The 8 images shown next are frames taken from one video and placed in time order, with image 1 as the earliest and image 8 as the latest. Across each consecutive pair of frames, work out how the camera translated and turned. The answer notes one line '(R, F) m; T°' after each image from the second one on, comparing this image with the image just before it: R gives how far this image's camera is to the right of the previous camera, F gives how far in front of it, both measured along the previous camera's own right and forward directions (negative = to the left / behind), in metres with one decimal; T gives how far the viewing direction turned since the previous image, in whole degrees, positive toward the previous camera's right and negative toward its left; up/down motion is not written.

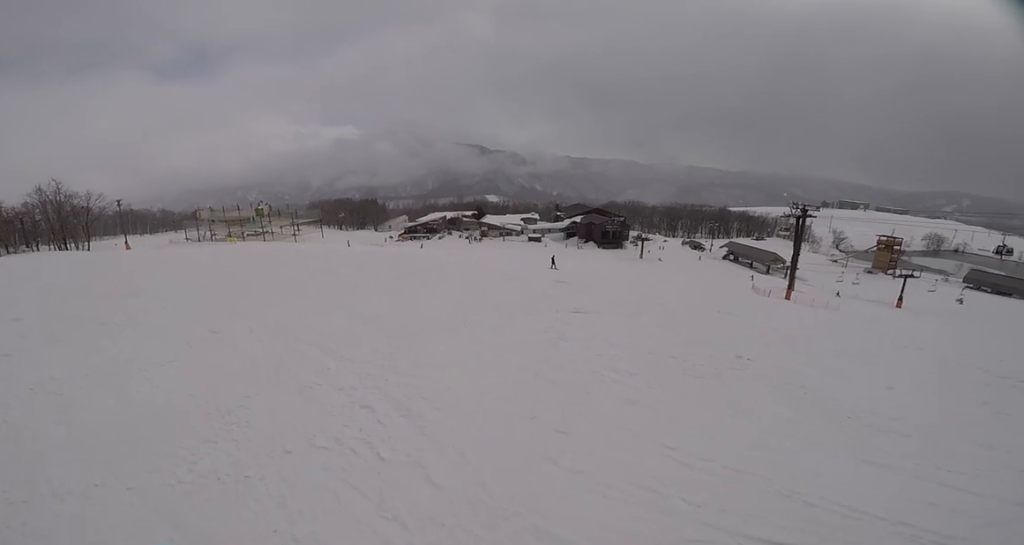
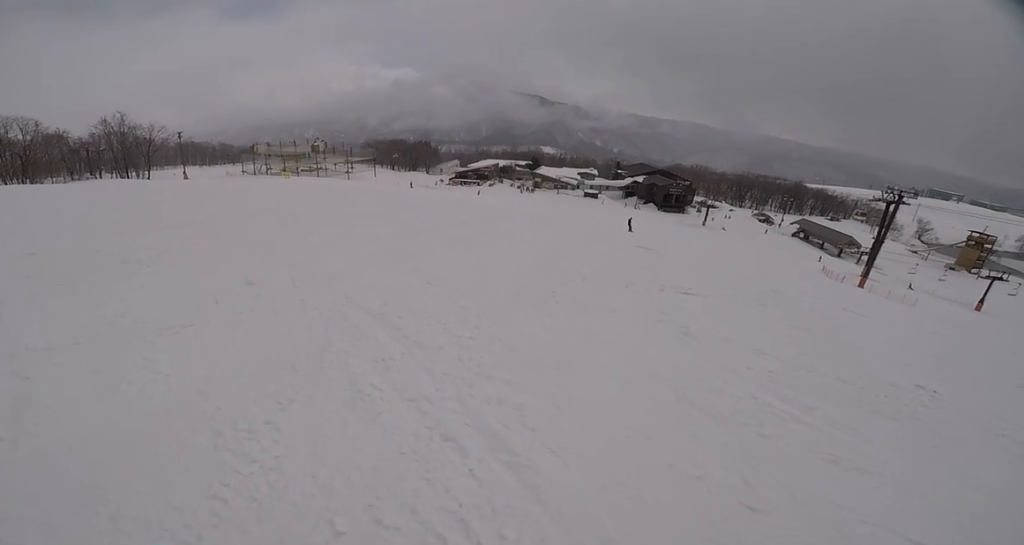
(-0.1, +2.1) m; +3°
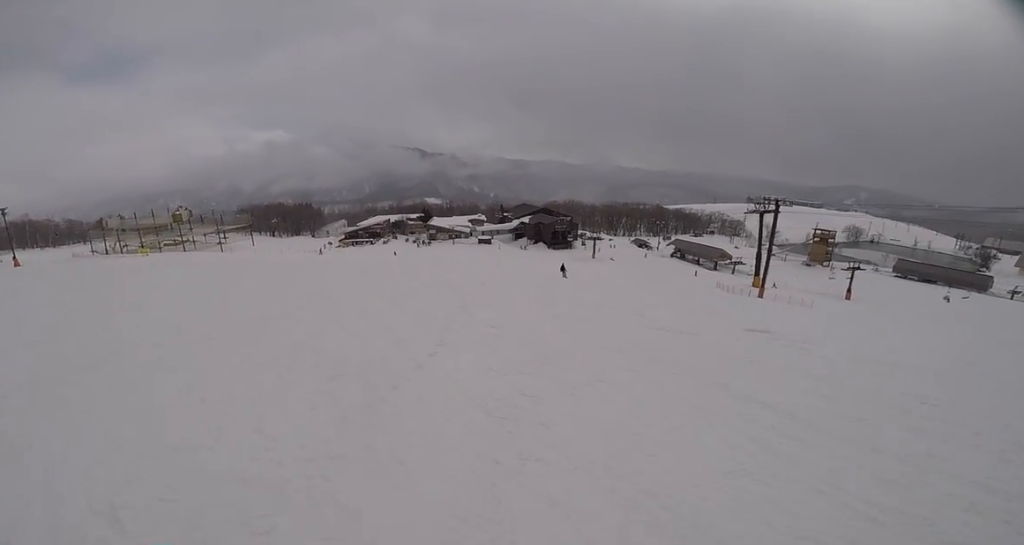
(+2.2, +8.3) m; +20°
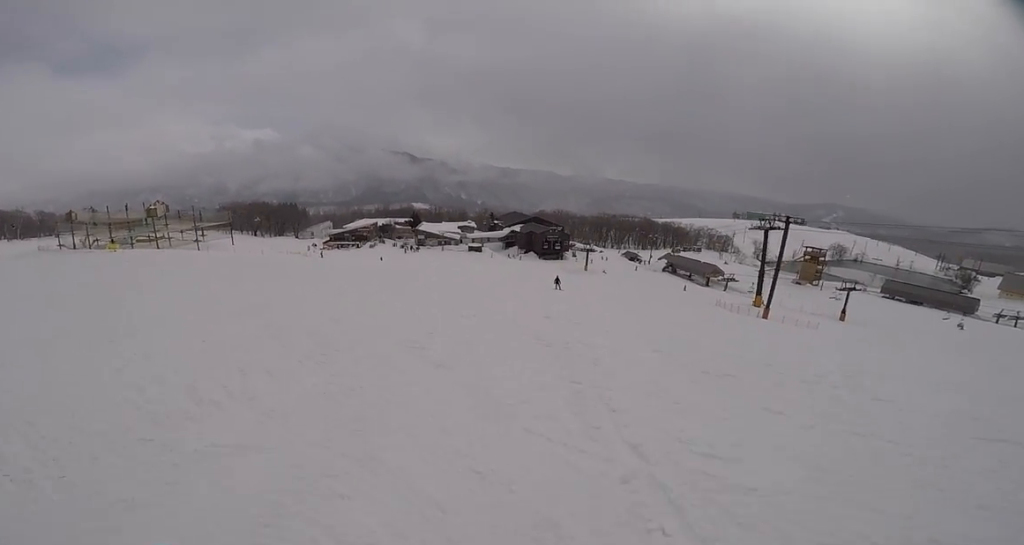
(-0.1, +5.7) m; +1°
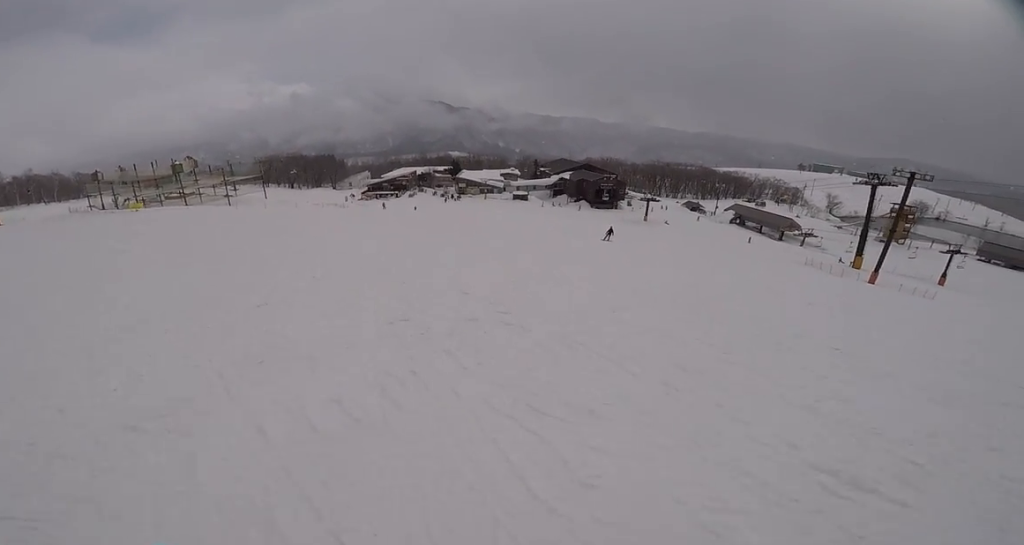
(+0.3, +8.9) m; 0°
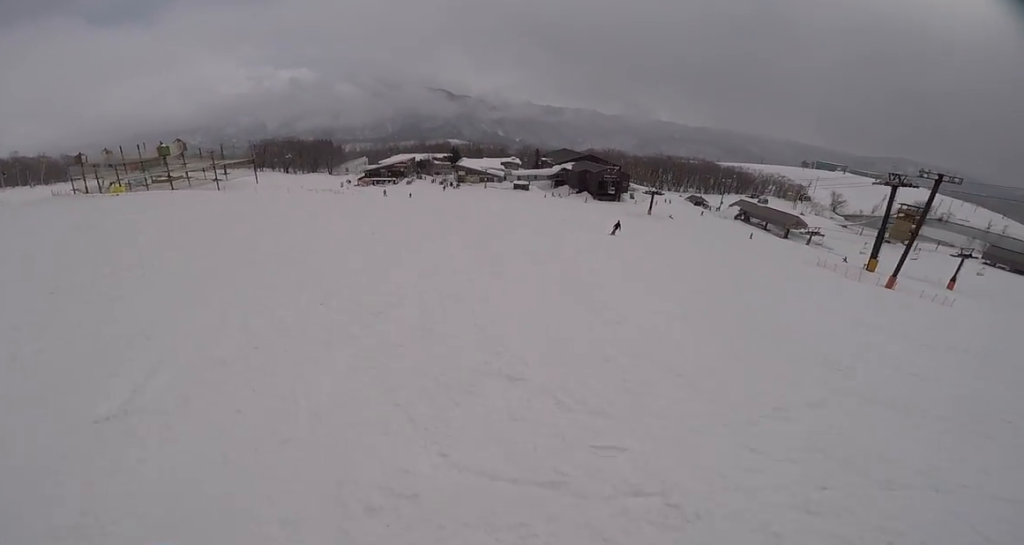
(-0.2, +3.7) m; -2°
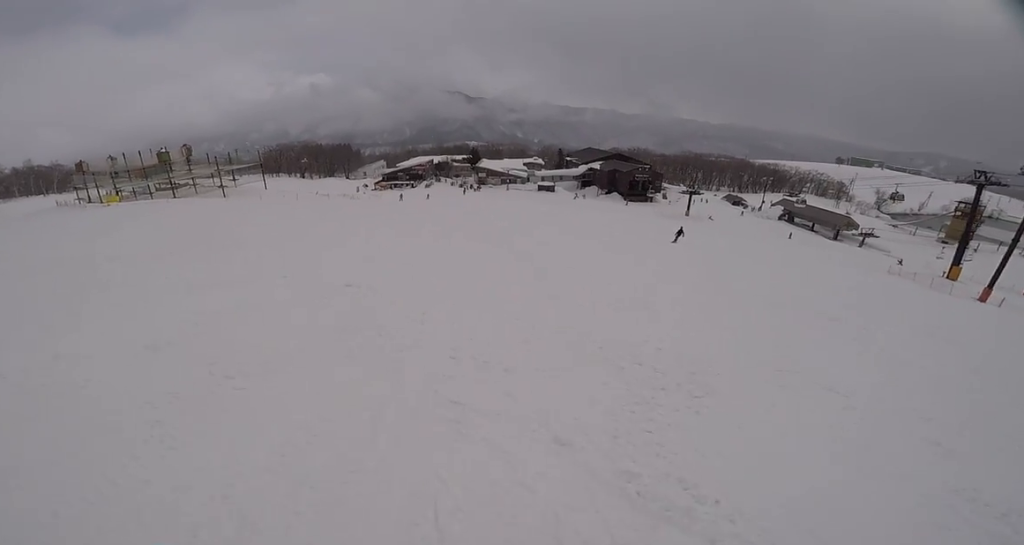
(-0.2, +7.3) m; -7°
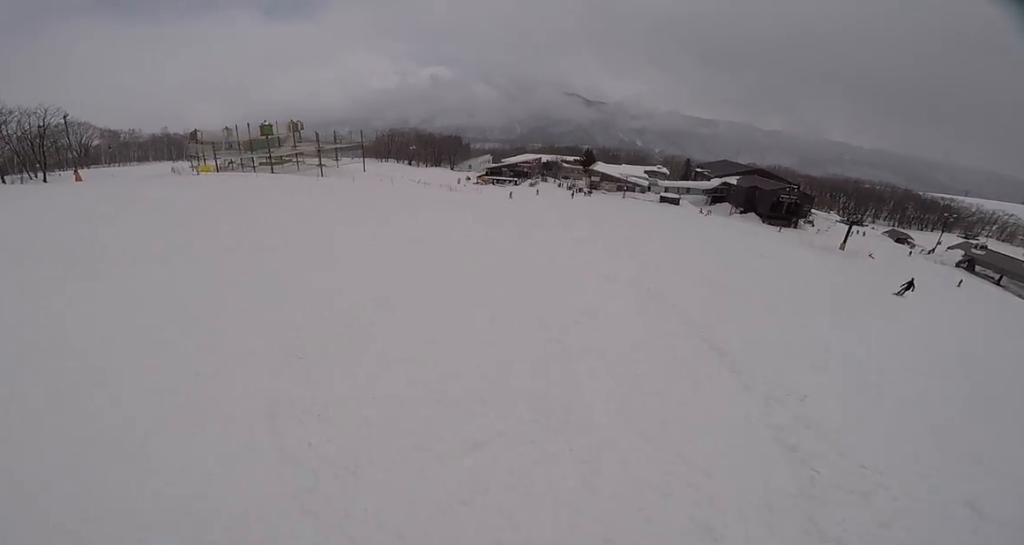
(-0.7, +7.4) m; -11°
